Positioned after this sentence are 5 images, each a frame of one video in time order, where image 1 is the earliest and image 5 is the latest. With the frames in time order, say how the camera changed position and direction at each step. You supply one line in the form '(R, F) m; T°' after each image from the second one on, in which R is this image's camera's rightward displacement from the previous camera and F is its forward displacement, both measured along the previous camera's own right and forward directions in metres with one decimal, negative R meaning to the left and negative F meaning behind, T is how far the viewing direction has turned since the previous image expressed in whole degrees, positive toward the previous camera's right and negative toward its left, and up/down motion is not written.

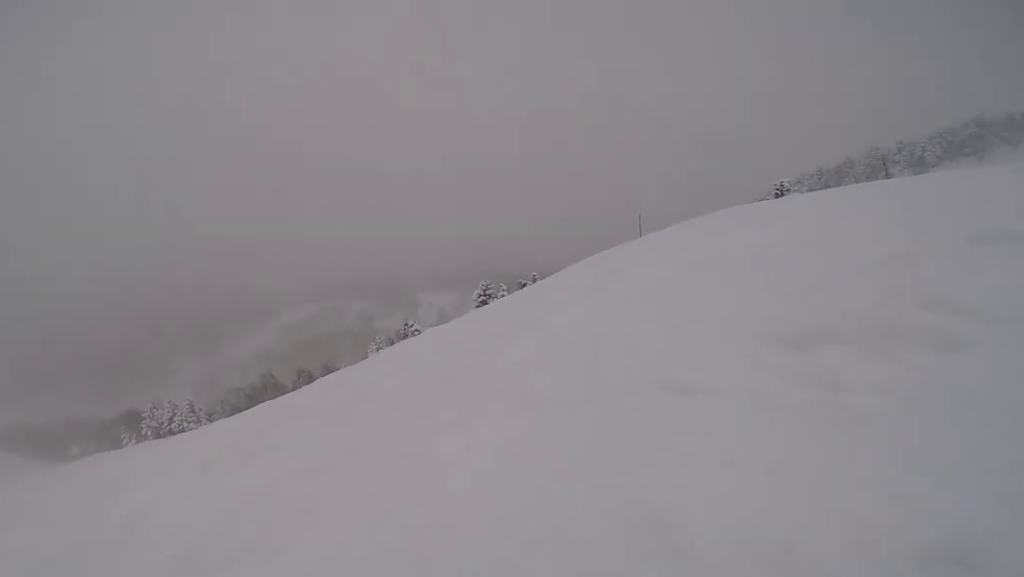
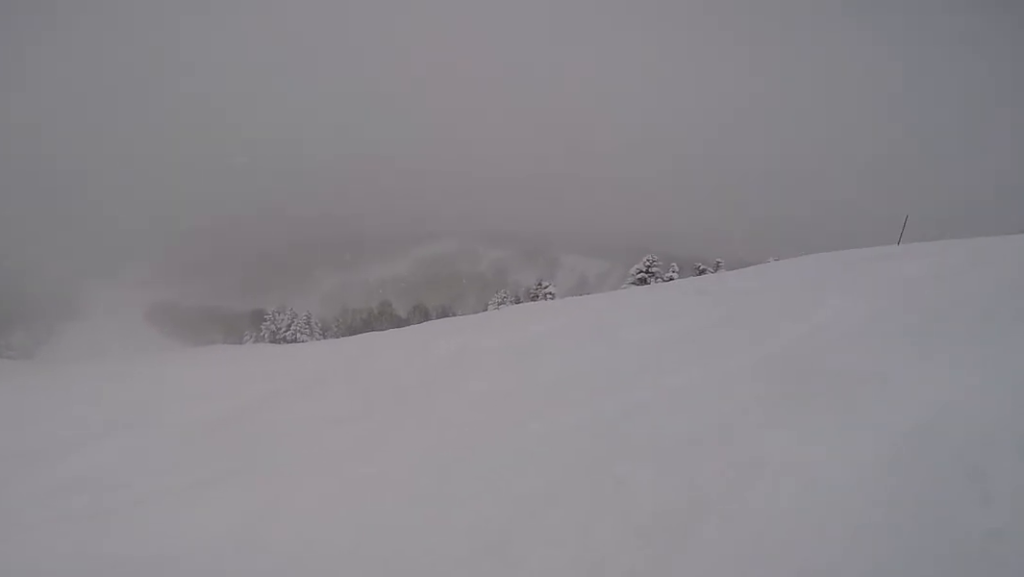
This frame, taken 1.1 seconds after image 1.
(-0.3, +2.9) m; -1°
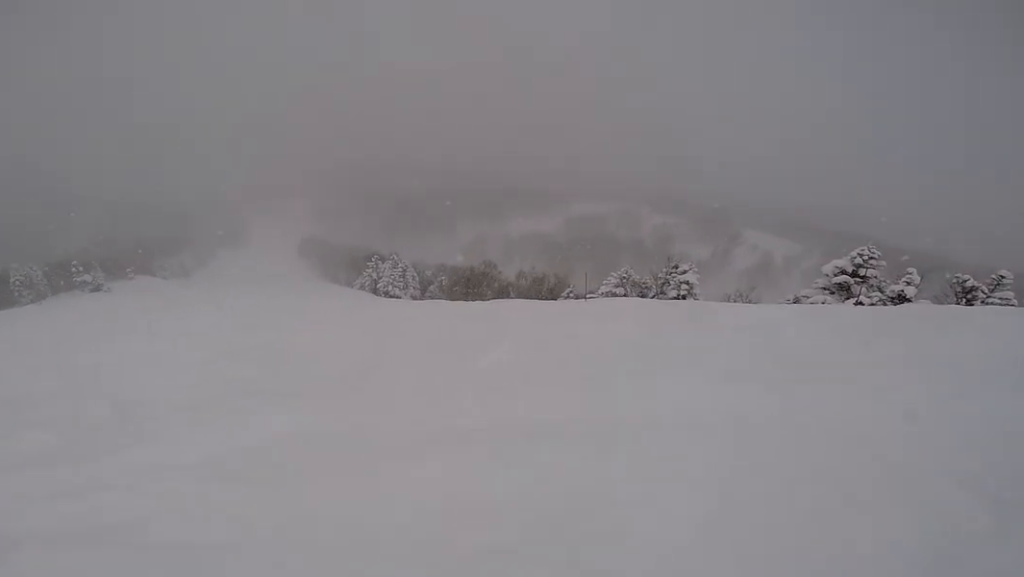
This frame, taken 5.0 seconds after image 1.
(-1.6, +10.1) m; -55°
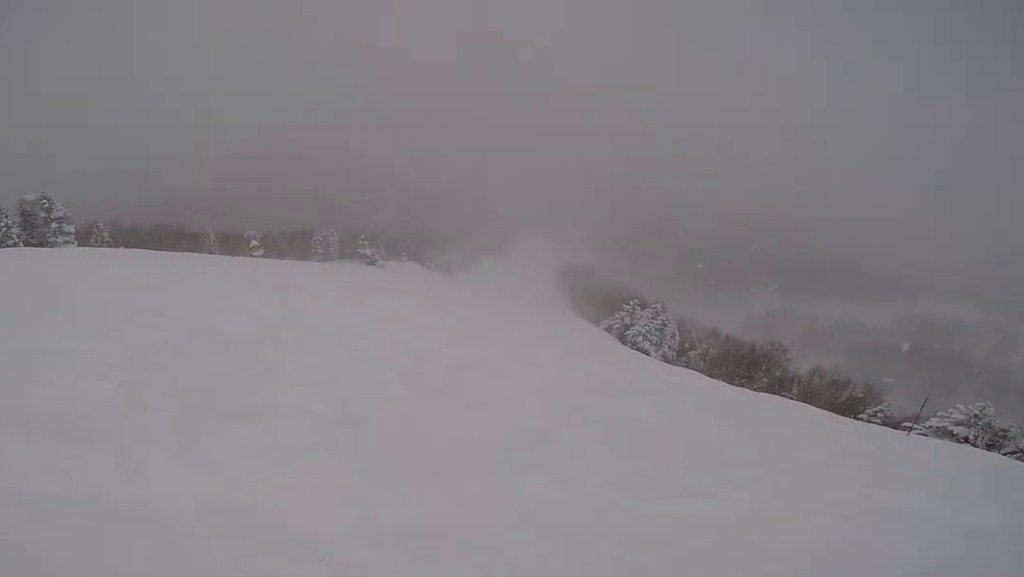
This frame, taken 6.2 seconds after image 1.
(-1.2, +4.3) m; -35°
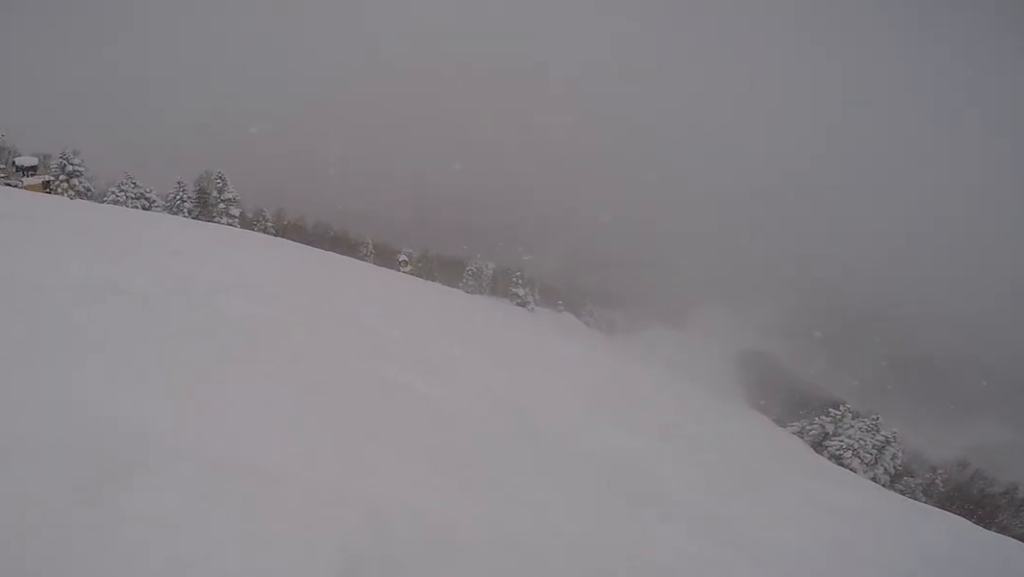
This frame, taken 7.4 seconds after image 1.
(-1.7, +4.9) m; -42°
